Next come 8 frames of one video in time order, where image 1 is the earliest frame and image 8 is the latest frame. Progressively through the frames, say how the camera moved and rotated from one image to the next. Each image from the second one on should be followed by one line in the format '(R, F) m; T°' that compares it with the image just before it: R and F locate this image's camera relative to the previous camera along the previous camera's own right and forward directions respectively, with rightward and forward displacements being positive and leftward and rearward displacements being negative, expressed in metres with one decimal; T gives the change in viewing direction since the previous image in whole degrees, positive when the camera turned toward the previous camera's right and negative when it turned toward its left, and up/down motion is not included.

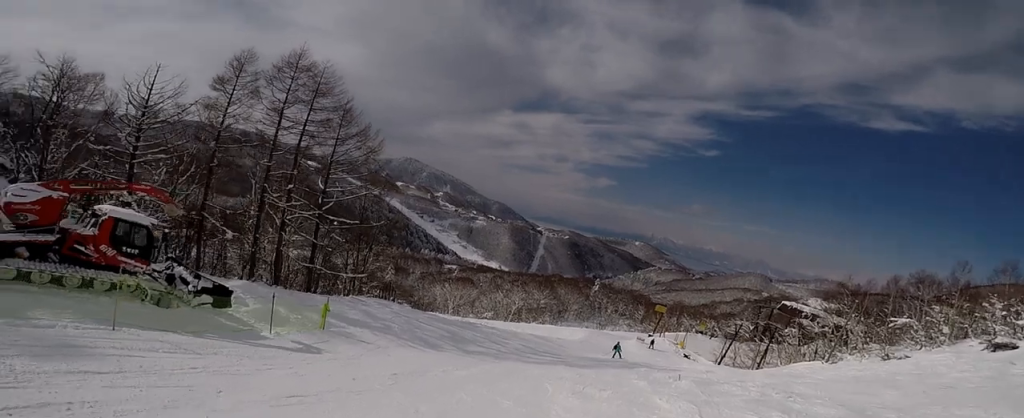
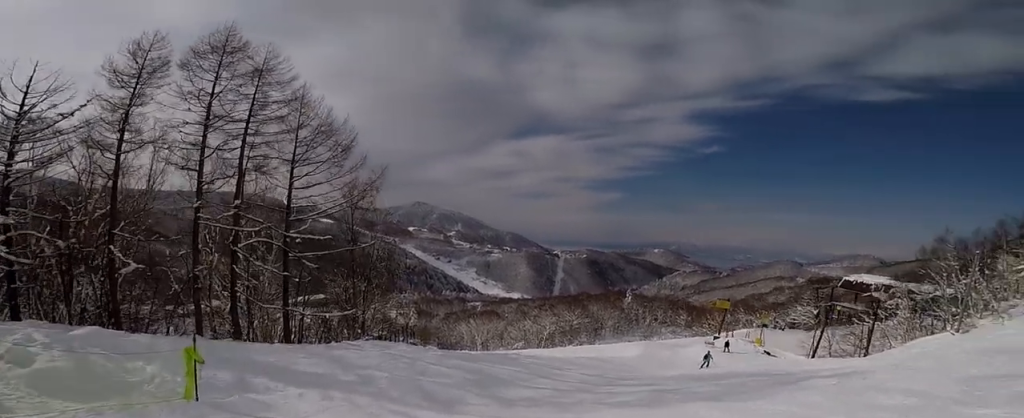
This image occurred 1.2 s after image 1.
(-1.3, +8.4) m; -1°
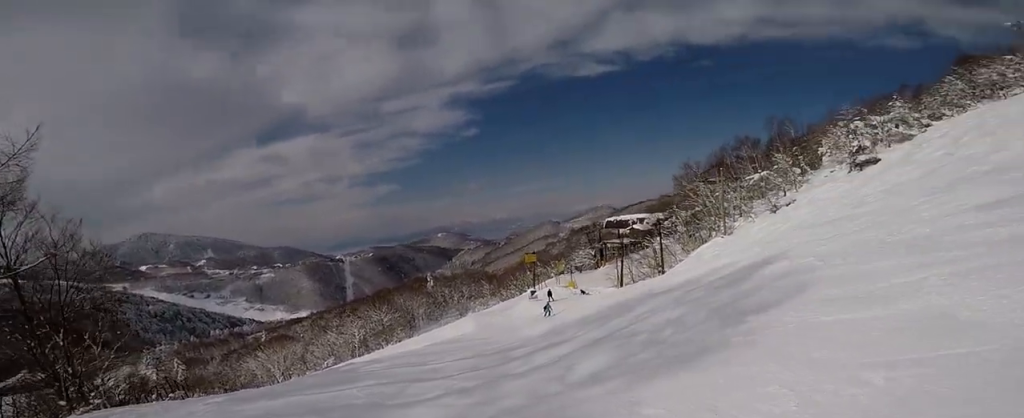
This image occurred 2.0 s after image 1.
(+1.0, +5.1) m; +19°
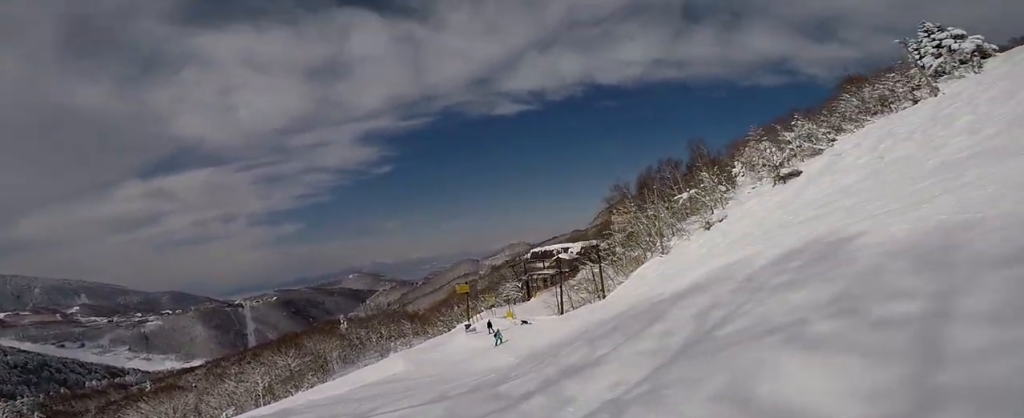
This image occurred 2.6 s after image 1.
(+0.6, +3.9) m; +12°
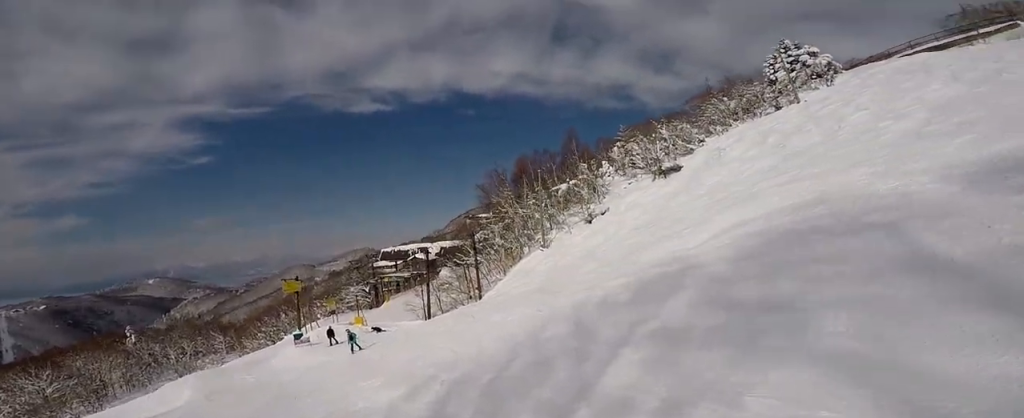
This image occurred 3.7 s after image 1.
(+1.2, +7.2) m; +3°
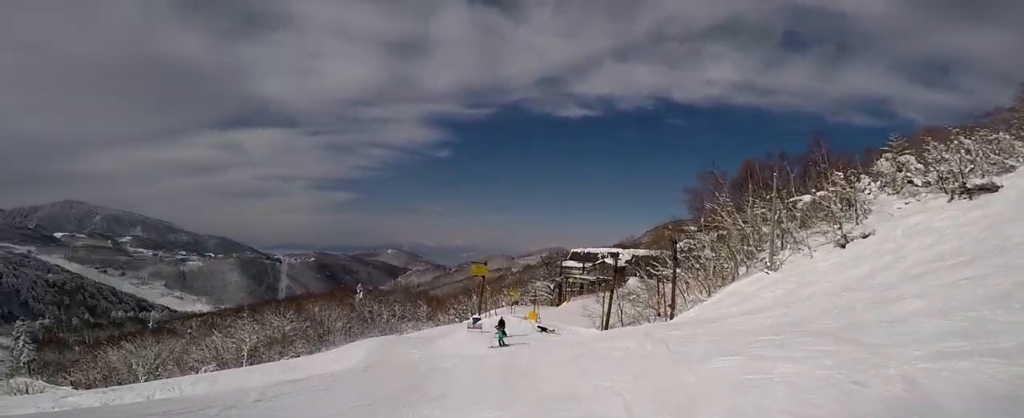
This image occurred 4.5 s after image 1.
(-0.1, +4.4) m; -11°
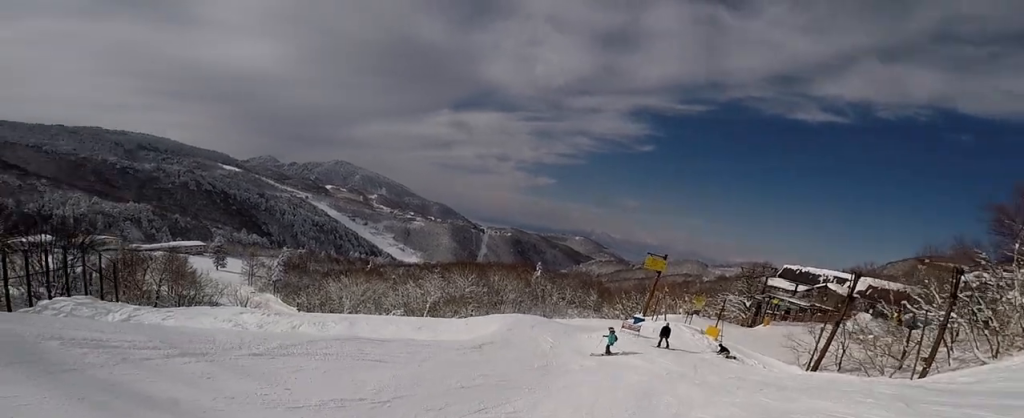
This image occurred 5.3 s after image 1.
(-1.0, +5.0) m; -11°
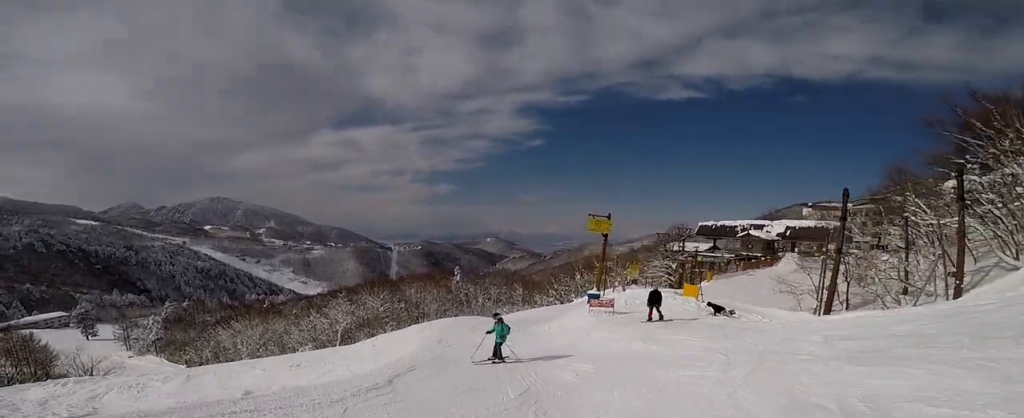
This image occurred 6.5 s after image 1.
(0.0, +6.8) m; 0°
